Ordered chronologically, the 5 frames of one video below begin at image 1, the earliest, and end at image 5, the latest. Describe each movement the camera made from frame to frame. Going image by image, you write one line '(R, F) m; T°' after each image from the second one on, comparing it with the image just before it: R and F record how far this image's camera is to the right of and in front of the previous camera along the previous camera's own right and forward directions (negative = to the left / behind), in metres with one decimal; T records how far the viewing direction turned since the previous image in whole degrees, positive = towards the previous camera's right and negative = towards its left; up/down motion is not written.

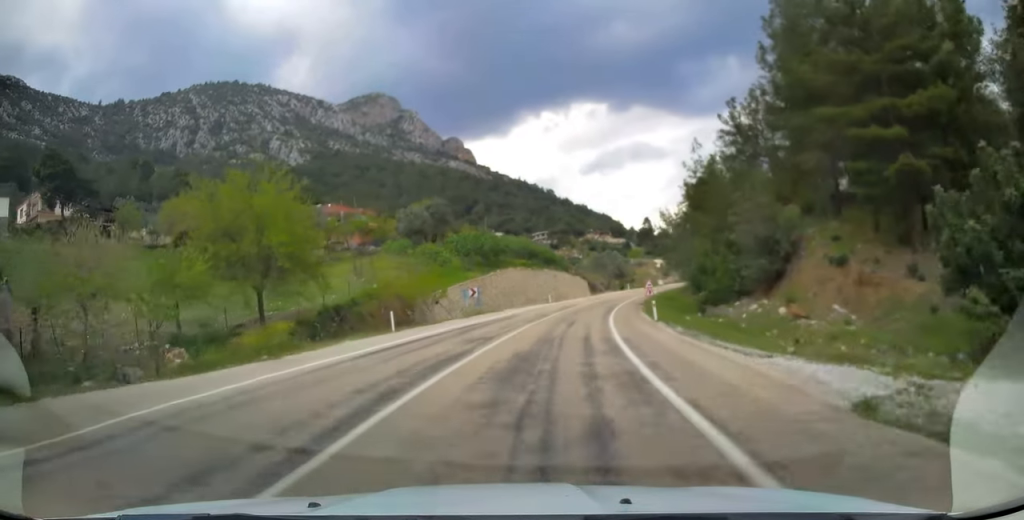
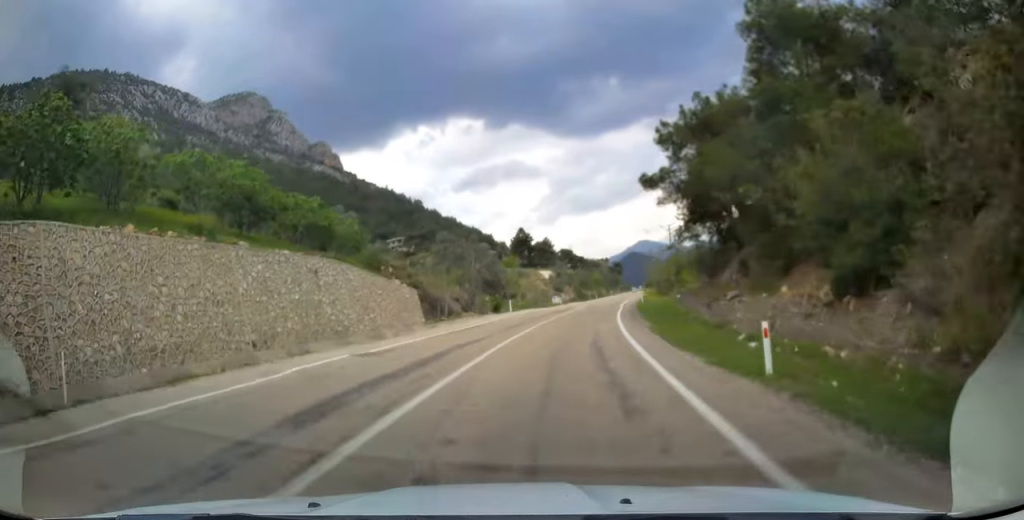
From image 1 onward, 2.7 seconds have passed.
(+5.4, +57.8) m; +11°
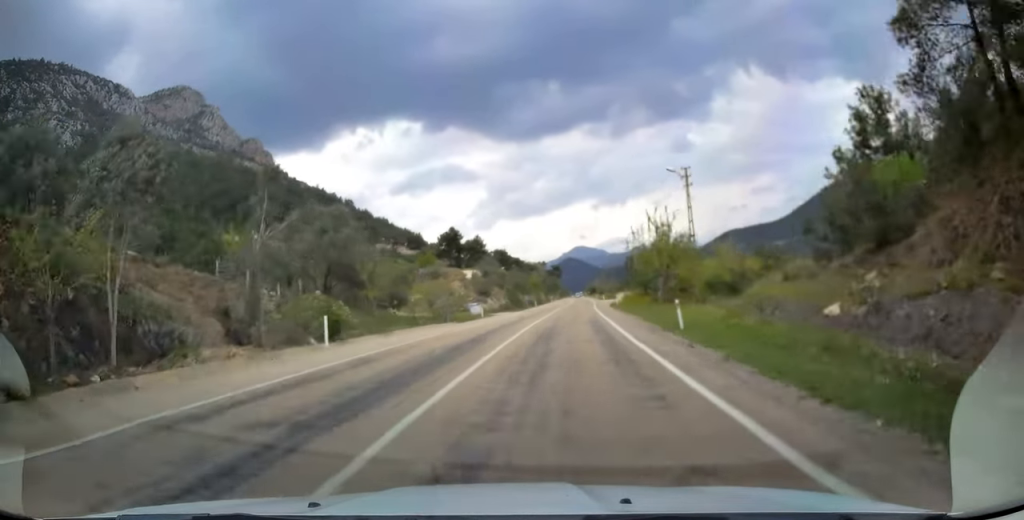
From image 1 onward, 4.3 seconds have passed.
(+2.1, +34.3) m; +6°
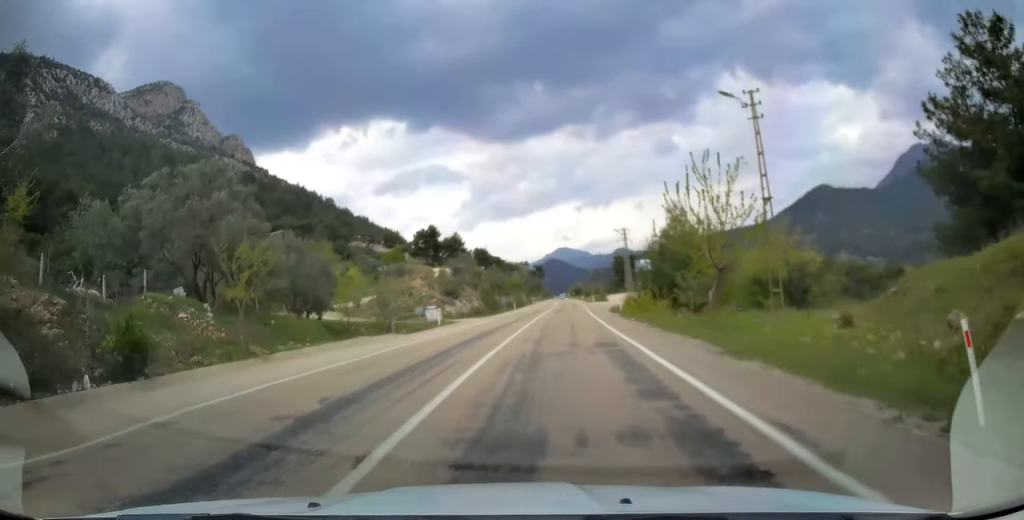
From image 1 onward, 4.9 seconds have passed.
(+0.3, +14.7) m; +2°
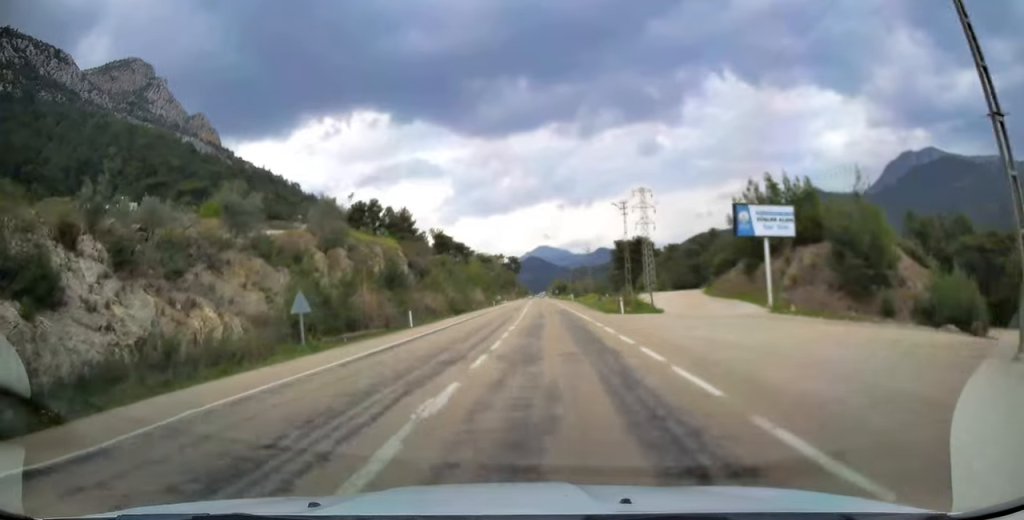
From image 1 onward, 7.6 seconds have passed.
(+2.1, +60.5) m; +3°
